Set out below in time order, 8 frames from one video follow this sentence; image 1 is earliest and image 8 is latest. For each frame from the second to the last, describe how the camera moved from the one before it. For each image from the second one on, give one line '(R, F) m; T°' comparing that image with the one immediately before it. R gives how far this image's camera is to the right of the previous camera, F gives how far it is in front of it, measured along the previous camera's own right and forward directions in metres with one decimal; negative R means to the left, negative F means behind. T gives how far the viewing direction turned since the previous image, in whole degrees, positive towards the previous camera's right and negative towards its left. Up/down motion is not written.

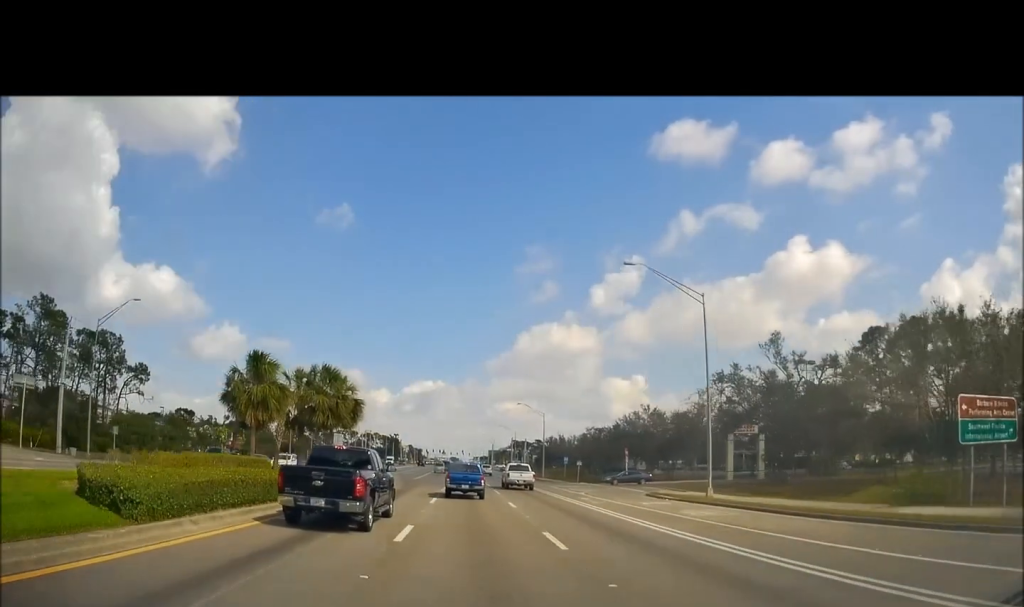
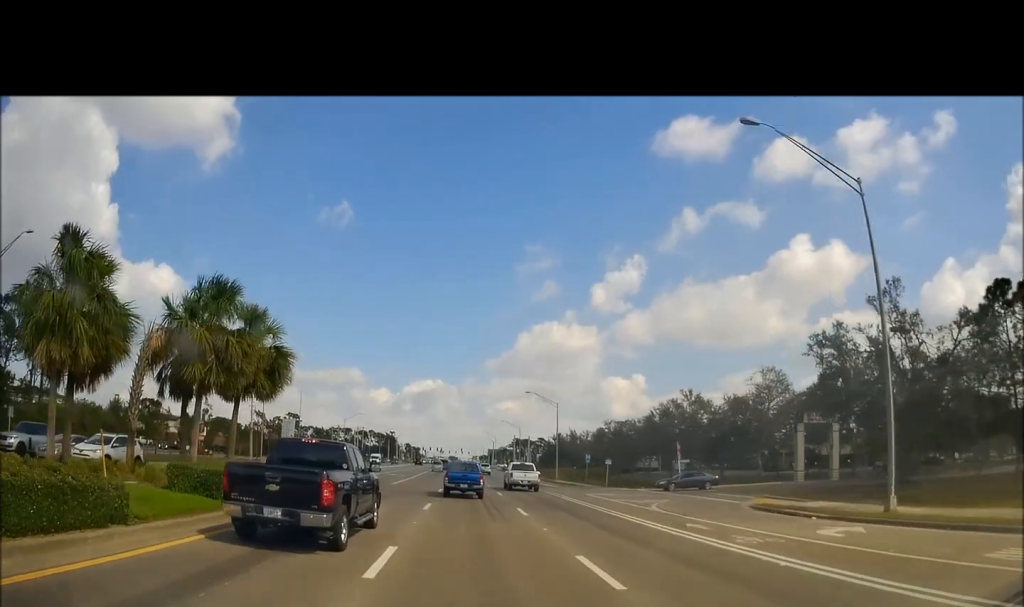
(-0.3, +16.1) m; 0°
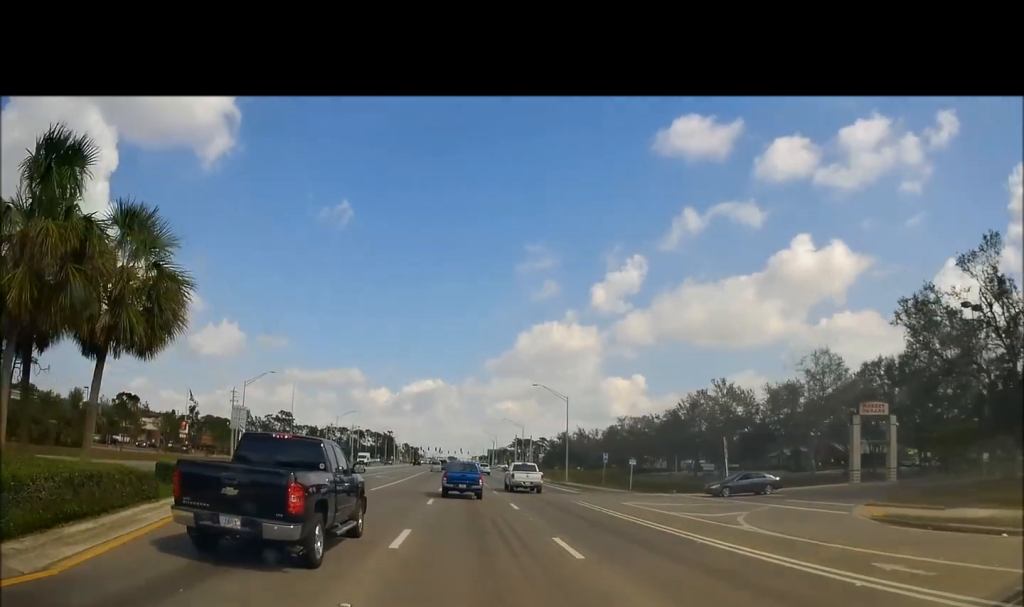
(-0.2, +9.1) m; 0°
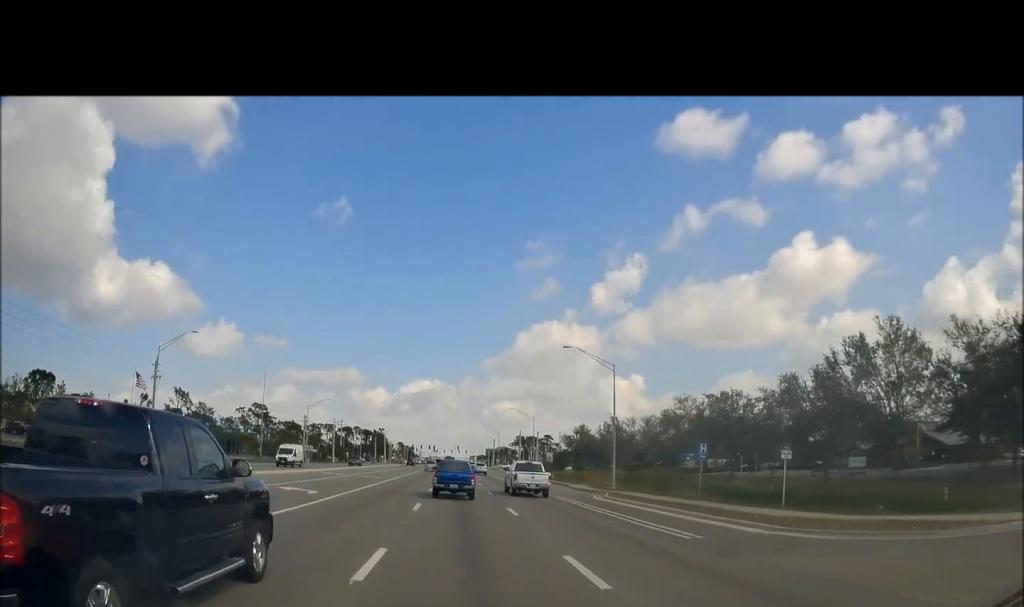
(+0.3, +26.9) m; 0°
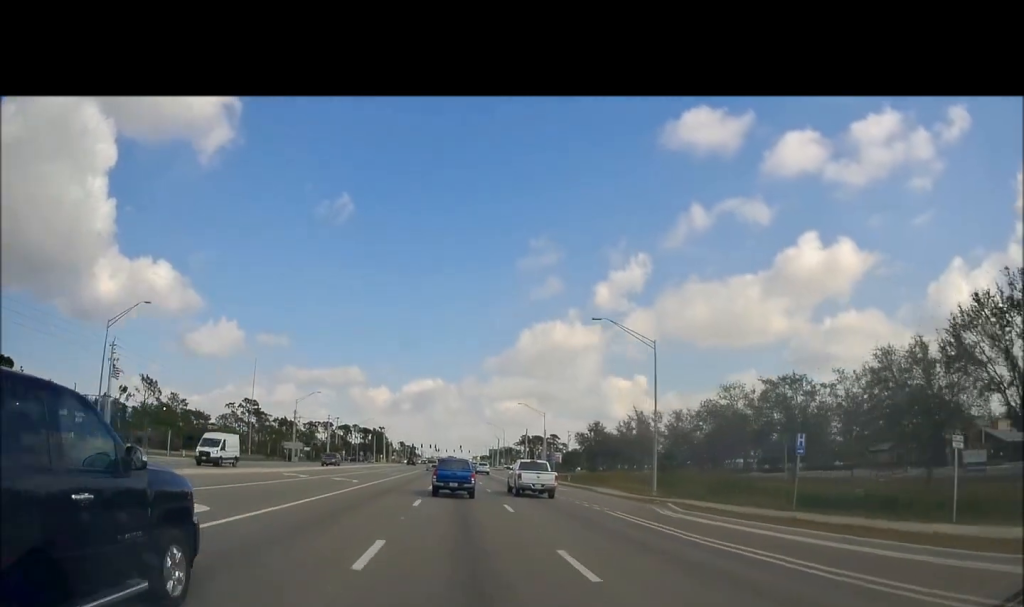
(-0.3, +11.3) m; 0°
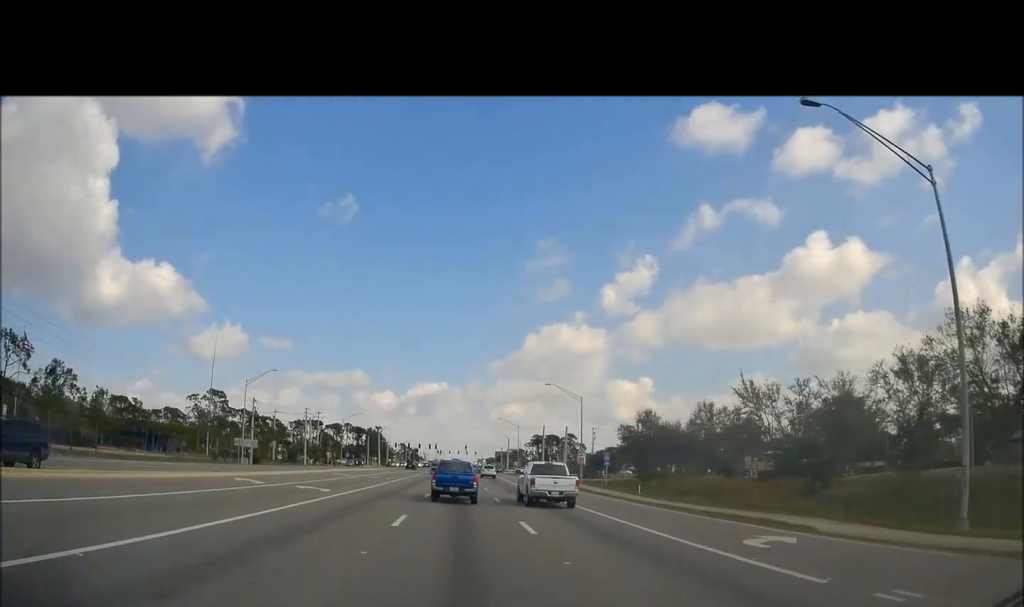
(+0.3, +29.8) m; 0°
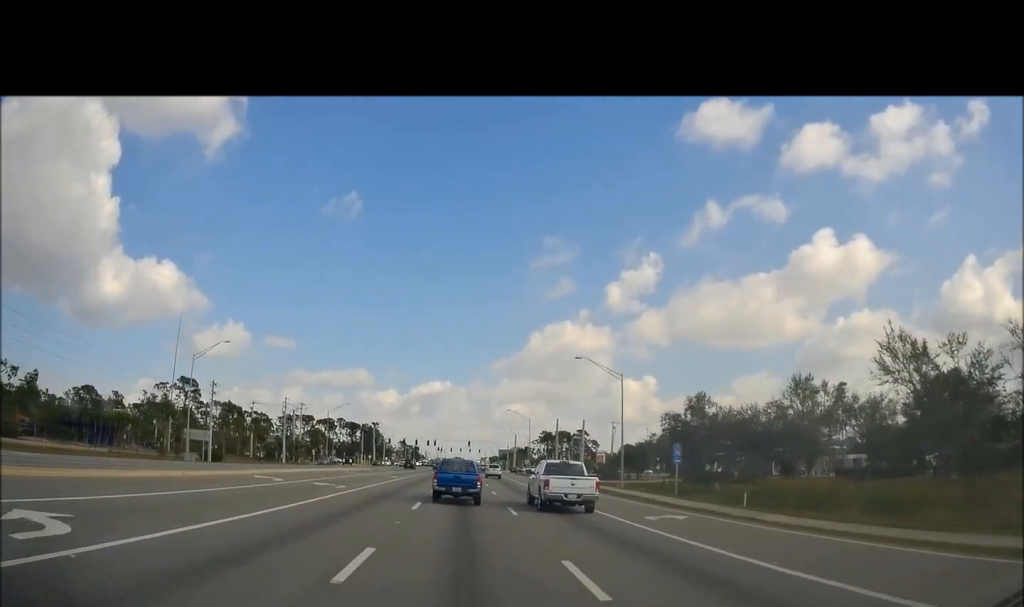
(-0.3, +19.3) m; 0°
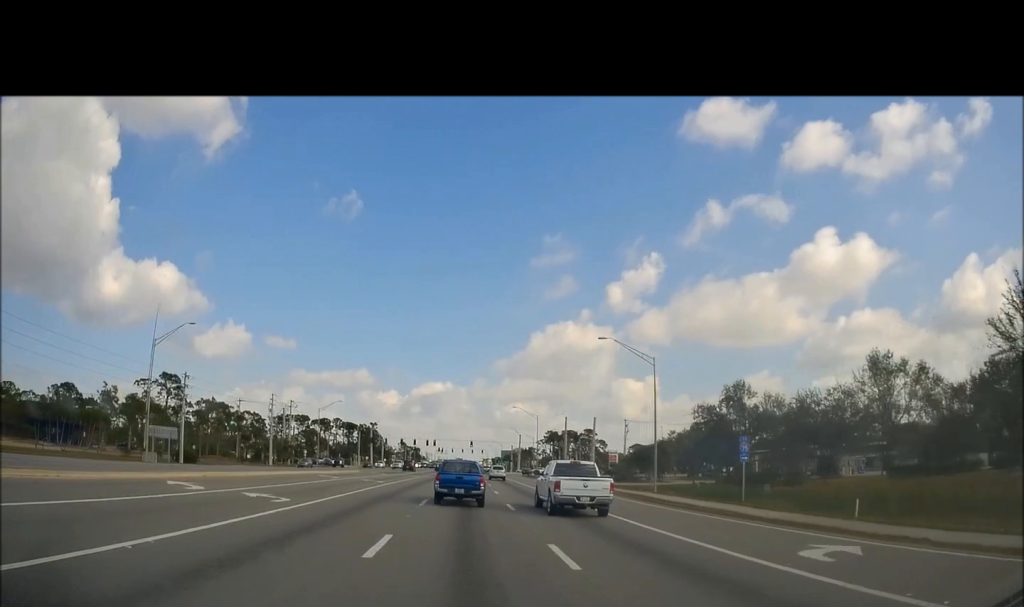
(+0.3, +10.1) m; -1°
